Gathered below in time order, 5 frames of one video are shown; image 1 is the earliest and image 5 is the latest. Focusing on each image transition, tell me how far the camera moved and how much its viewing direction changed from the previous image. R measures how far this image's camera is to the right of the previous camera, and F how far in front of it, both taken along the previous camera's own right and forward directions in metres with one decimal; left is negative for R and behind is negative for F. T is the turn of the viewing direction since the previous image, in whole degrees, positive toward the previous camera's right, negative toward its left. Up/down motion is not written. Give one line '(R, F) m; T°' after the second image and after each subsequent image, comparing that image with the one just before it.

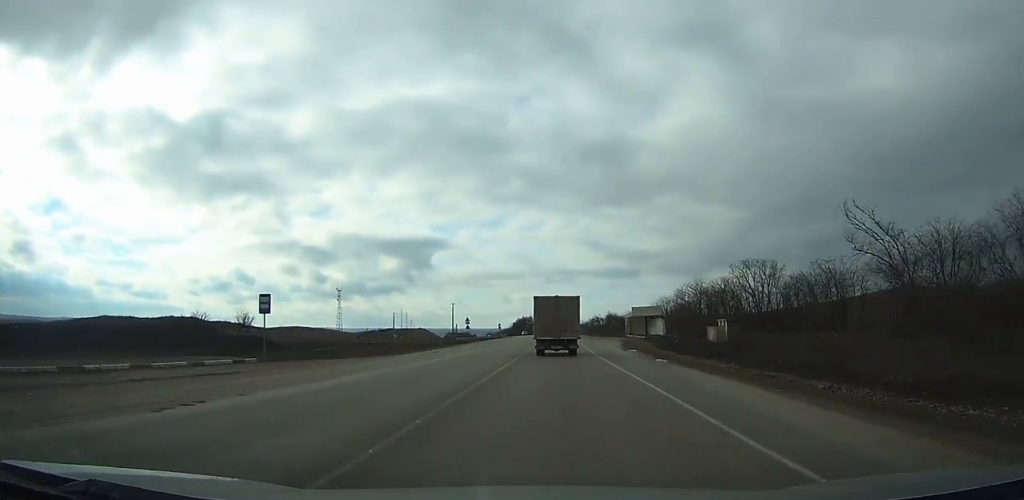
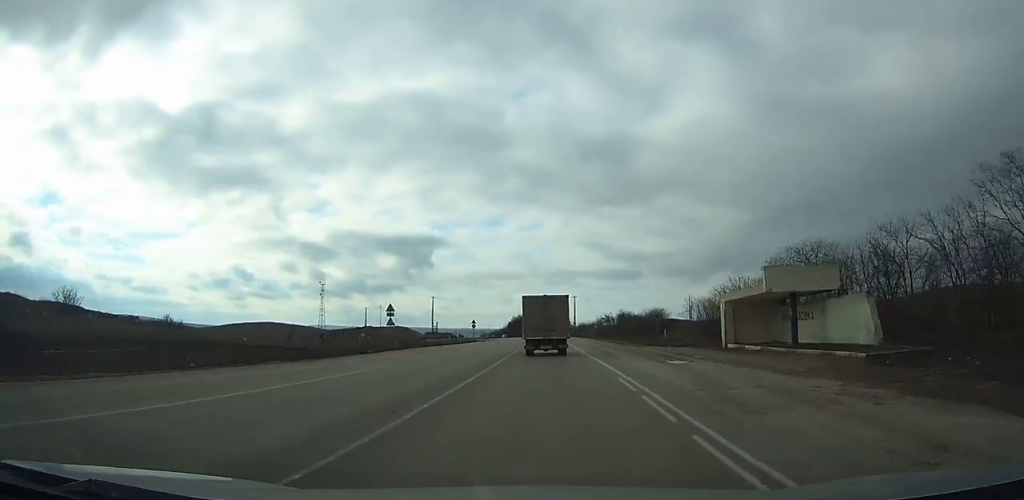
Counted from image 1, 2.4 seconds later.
(-0.3, +45.1) m; -1°
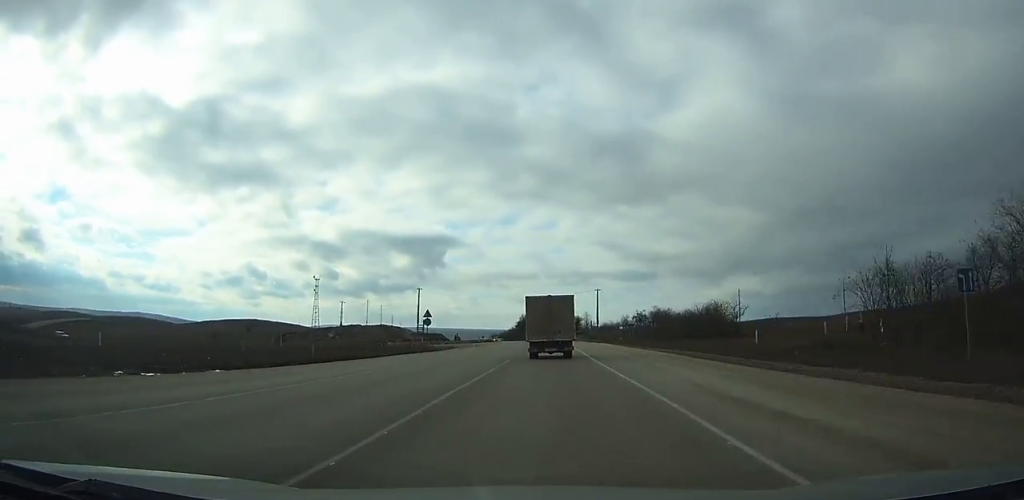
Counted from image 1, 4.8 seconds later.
(-0.4, +45.2) m; -1°
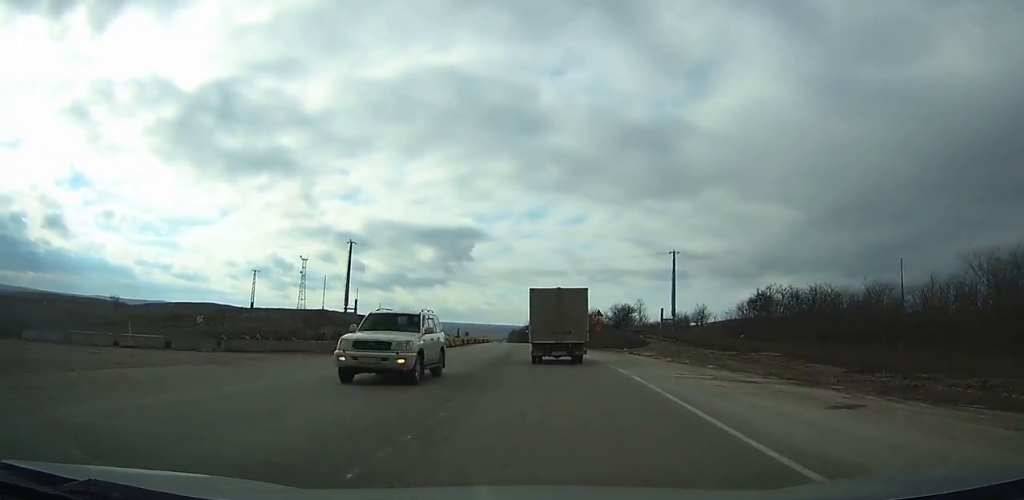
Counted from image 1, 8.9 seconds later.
(-2.3, +77.8) m; -4°
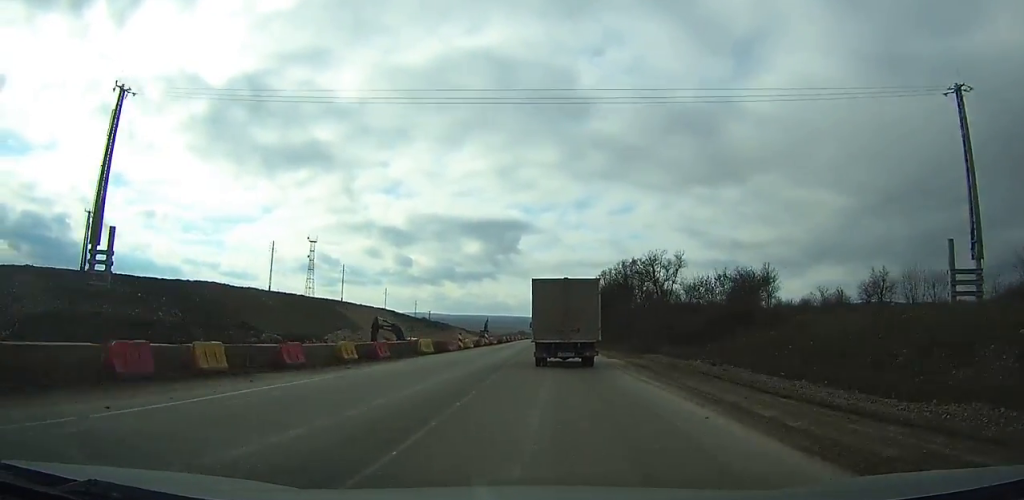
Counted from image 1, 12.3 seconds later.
(-2.9, +63.2) m; -4°
